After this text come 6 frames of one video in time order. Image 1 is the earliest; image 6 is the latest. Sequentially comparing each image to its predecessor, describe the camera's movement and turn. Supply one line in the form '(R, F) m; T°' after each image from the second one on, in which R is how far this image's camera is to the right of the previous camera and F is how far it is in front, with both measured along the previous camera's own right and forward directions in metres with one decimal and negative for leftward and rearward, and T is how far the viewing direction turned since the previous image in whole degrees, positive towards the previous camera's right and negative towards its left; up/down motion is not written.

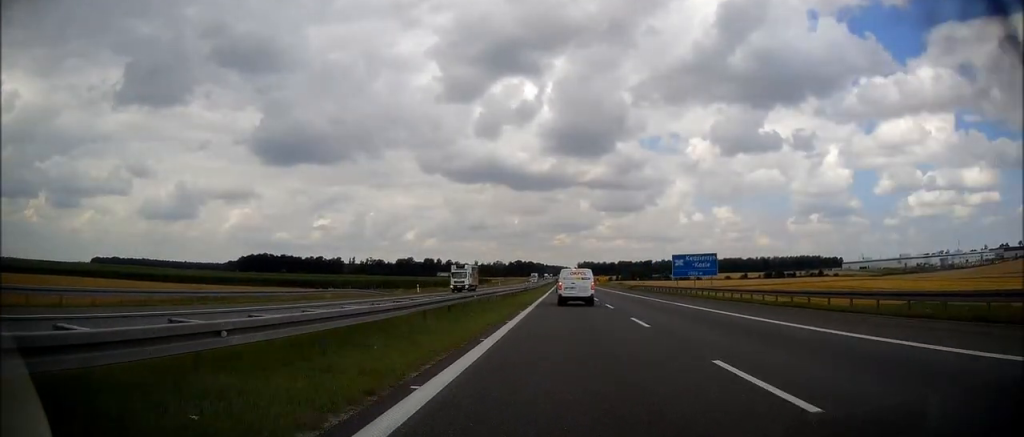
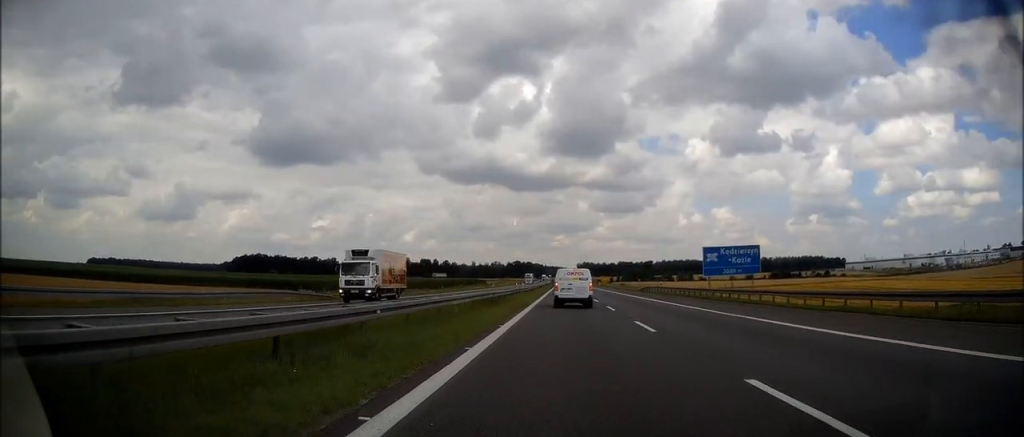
(-0.2, +14.0) m; 0°
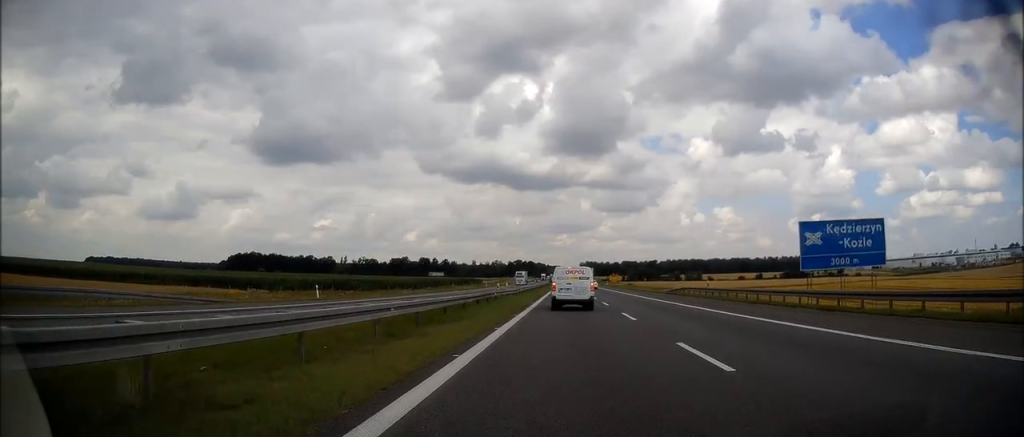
(+0.4, +19.4) m; +1°
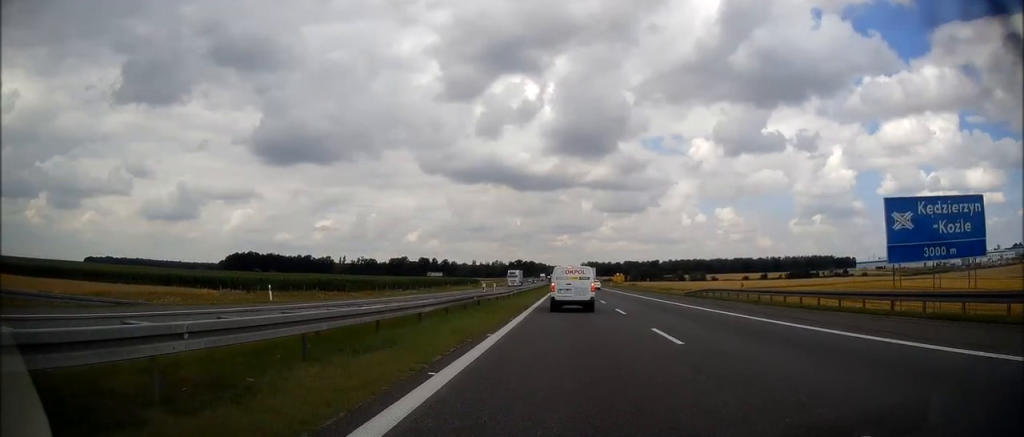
(-0.2, +8.1) m; +1°
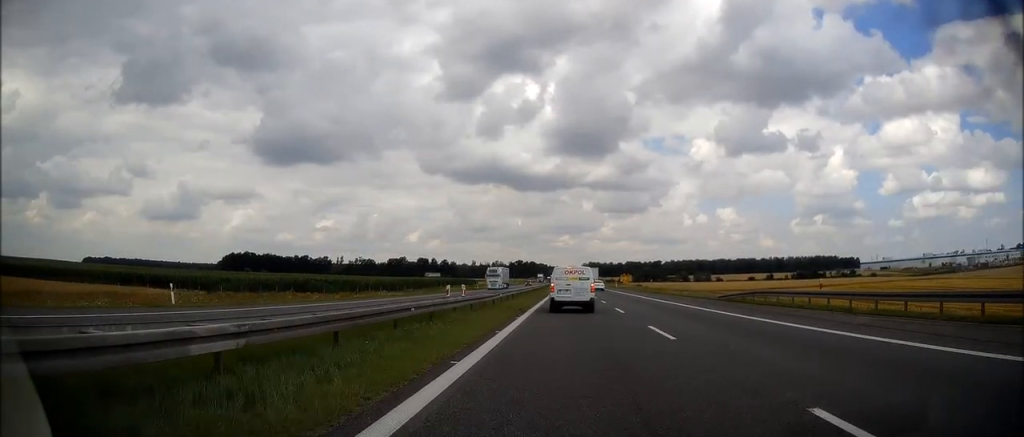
(+0.4, +11.4) m; -1°
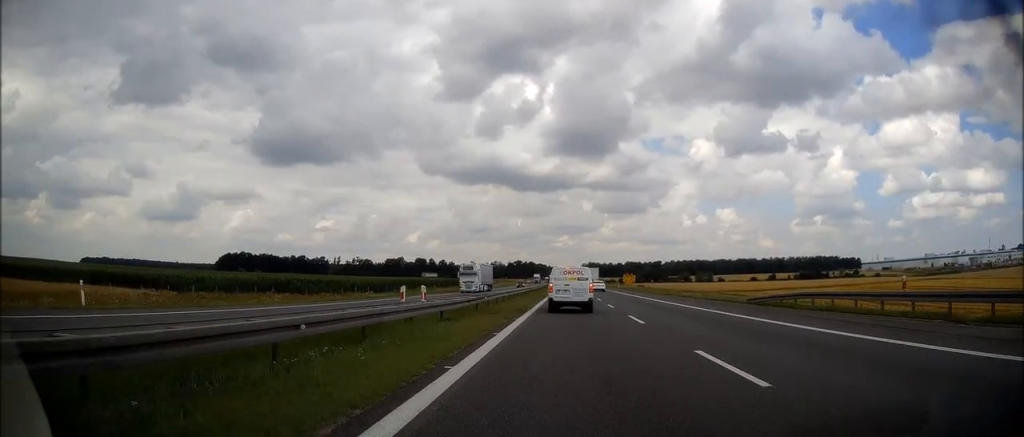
(-0.6, +6.7) m; -2°
